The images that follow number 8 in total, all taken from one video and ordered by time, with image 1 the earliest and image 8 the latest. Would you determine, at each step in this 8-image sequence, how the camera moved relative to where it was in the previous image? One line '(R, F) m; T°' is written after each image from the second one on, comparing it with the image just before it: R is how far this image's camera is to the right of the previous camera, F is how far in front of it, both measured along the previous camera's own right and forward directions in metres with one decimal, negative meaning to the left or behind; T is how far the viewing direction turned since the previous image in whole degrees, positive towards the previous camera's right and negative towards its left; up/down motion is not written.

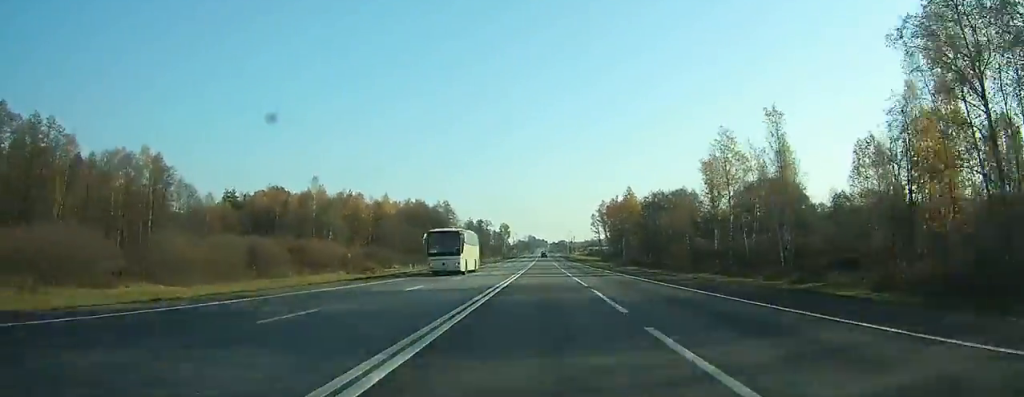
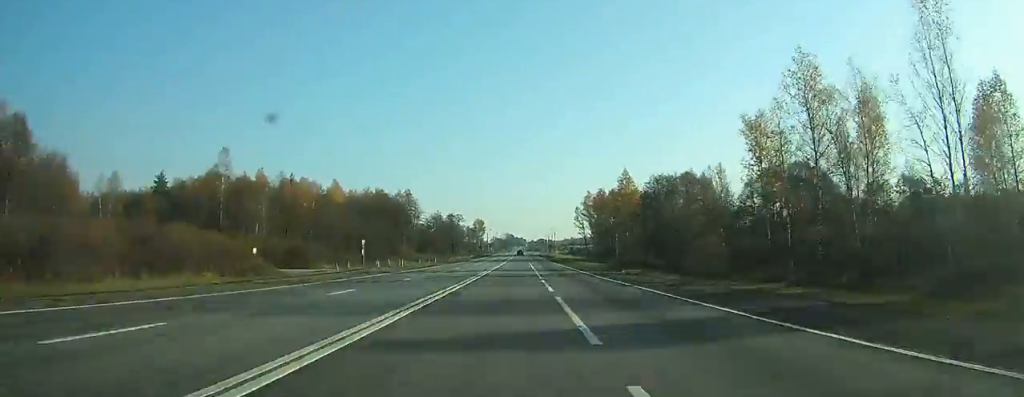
(-0.1, +30.1) m; +1°
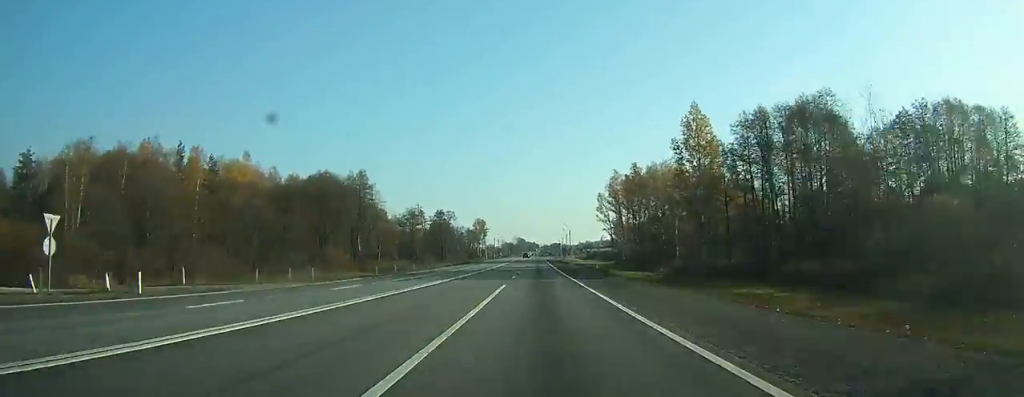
(+0.7, +58.3) m; 0°
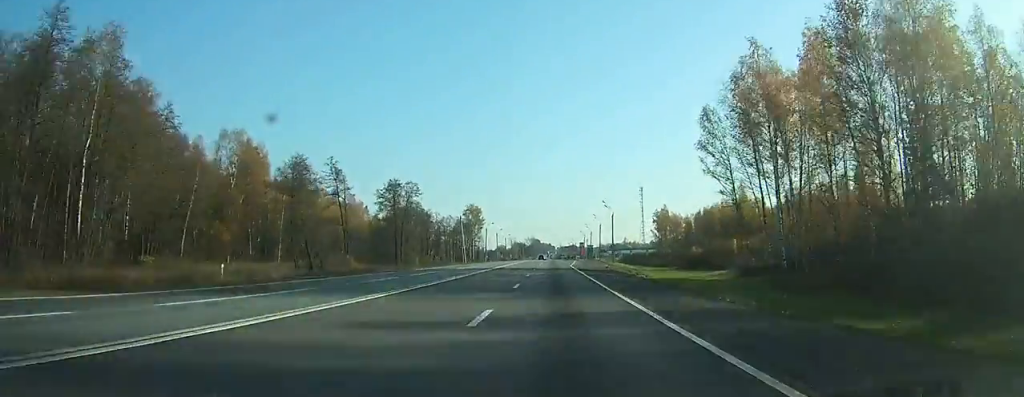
(-1.7, +91.4) m; -2°
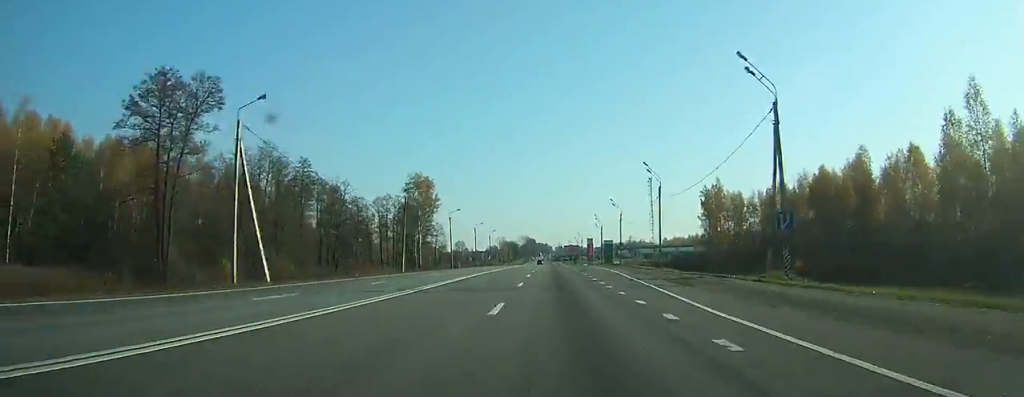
(-0.1, +79.0) m; 0°
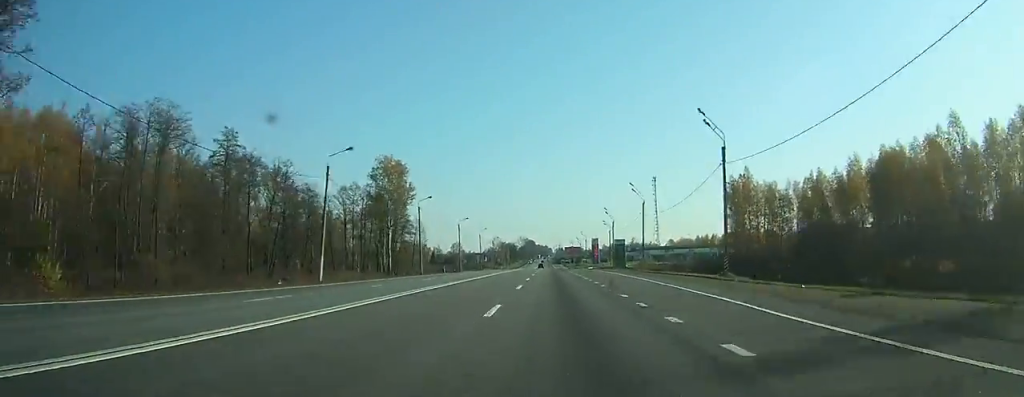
(0.0, +24.1) m; 0°
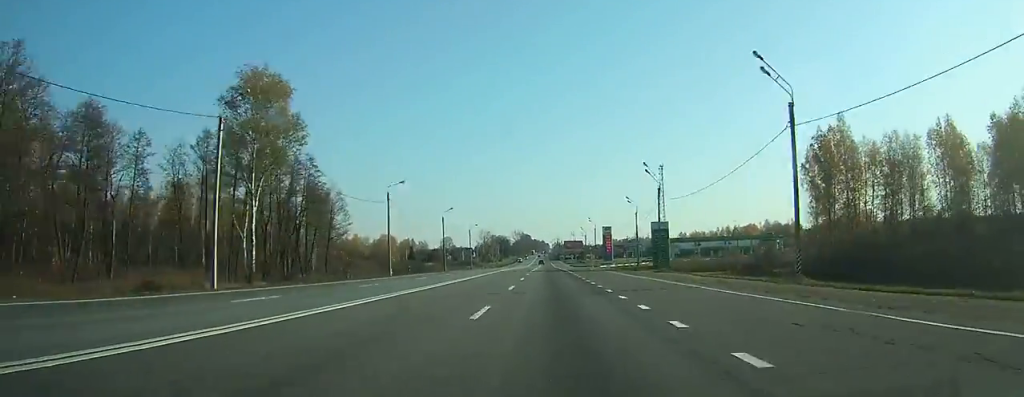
(-0.1, +50.3) m; 0°
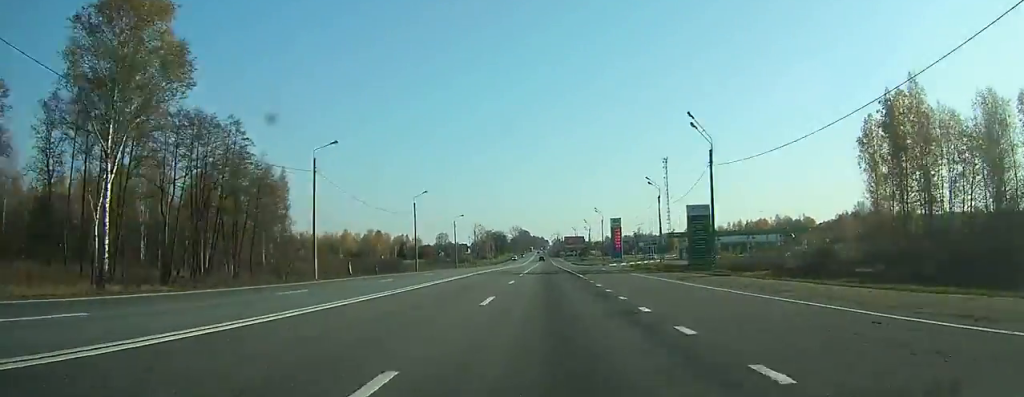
(+0.1, +20.4) m; 0°
